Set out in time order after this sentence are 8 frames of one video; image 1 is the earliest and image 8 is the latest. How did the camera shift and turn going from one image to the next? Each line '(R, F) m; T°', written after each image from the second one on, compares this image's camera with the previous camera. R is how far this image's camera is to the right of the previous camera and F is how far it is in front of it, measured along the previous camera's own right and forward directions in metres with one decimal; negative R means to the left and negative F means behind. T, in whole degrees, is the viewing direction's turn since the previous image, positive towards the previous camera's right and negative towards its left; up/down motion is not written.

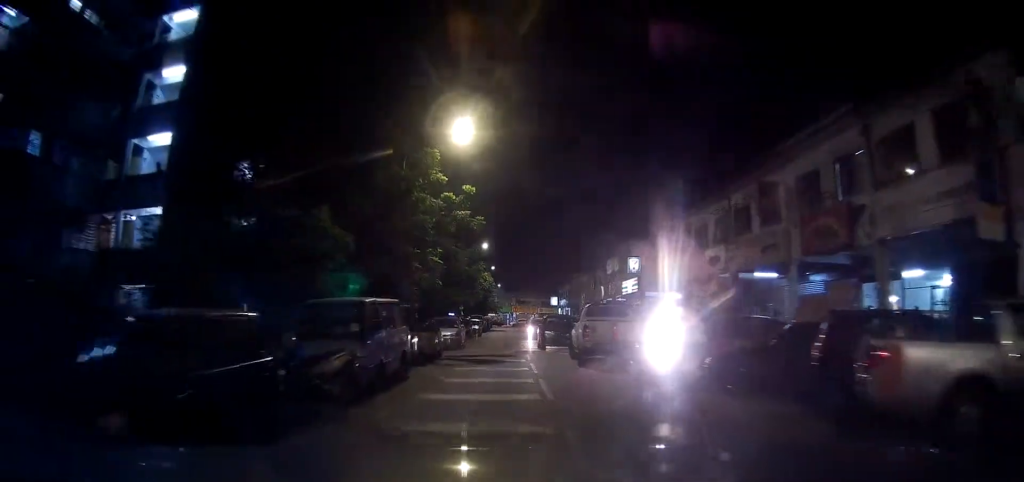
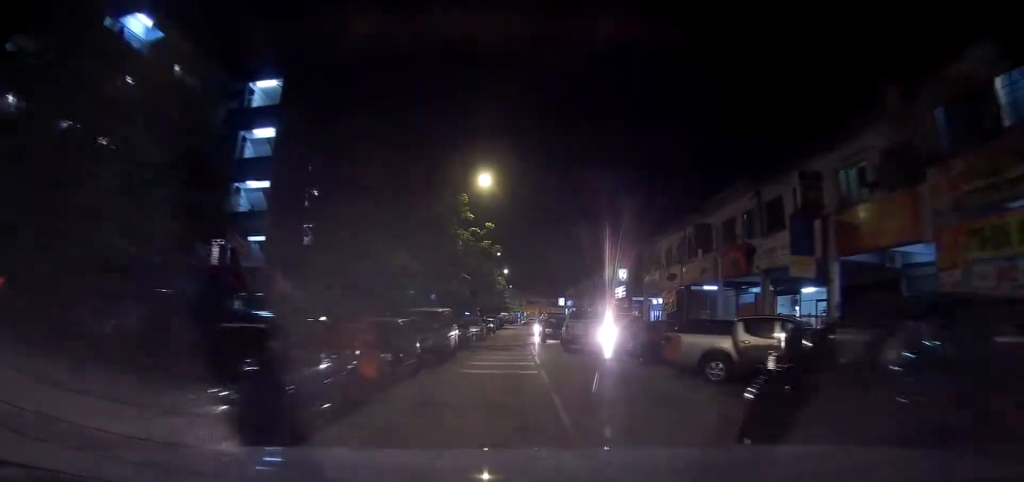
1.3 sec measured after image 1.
(-0.2, +8.5) m; -2°
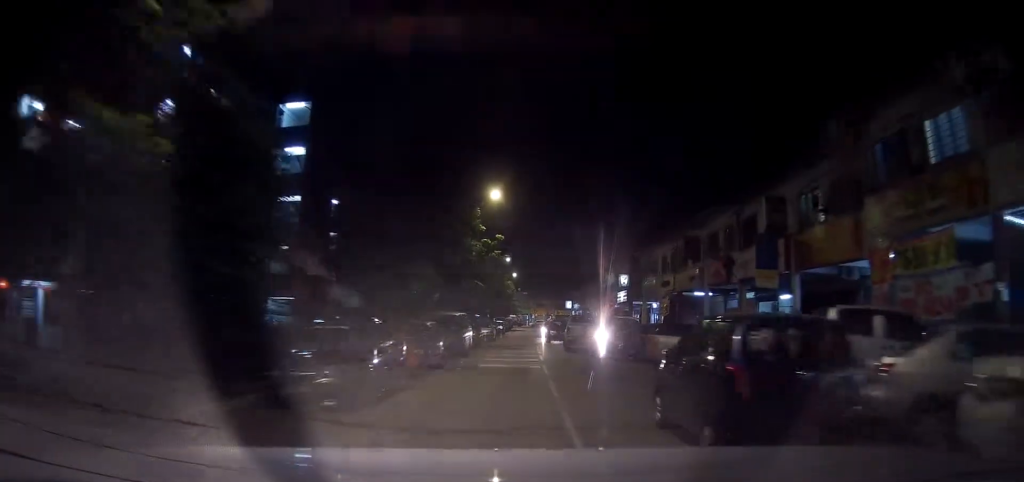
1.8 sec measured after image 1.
(-0.1, +3.4) m; 0°
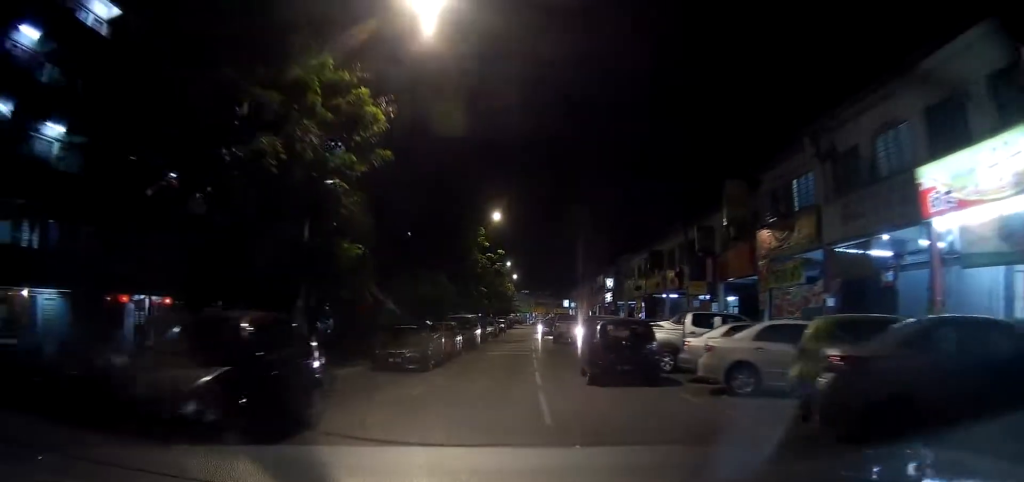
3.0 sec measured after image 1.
(+0.2, +8.1) m; +2°
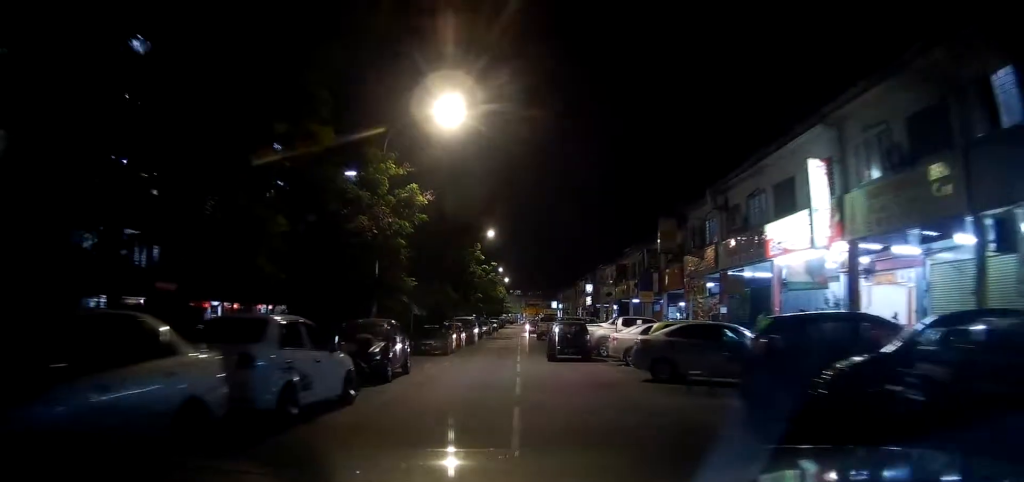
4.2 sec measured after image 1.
(+0.1, +8.2) m; 0°
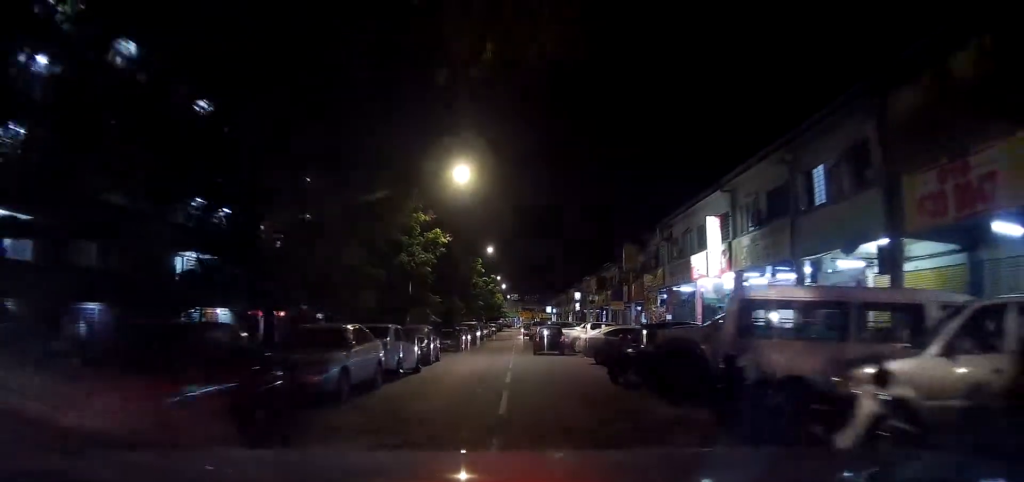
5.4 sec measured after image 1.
(-0.1, +8.3) m; -1°
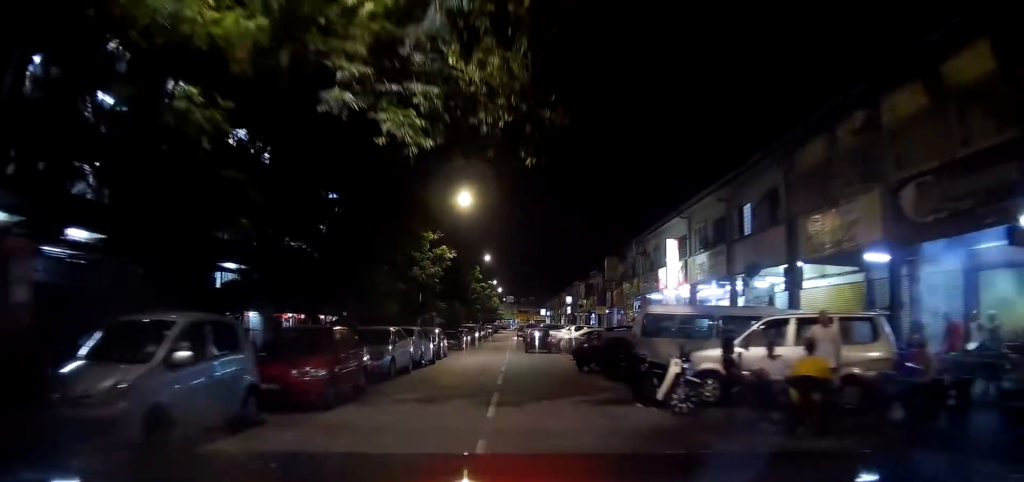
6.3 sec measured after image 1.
(-0.1, +5.8) m; -1°
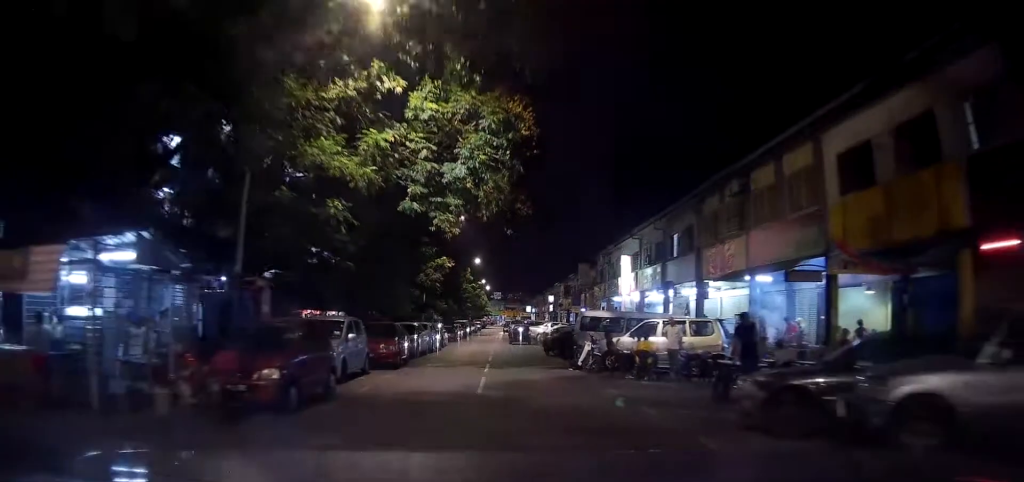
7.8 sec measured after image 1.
(-0.1, +8.7) m; +1°
